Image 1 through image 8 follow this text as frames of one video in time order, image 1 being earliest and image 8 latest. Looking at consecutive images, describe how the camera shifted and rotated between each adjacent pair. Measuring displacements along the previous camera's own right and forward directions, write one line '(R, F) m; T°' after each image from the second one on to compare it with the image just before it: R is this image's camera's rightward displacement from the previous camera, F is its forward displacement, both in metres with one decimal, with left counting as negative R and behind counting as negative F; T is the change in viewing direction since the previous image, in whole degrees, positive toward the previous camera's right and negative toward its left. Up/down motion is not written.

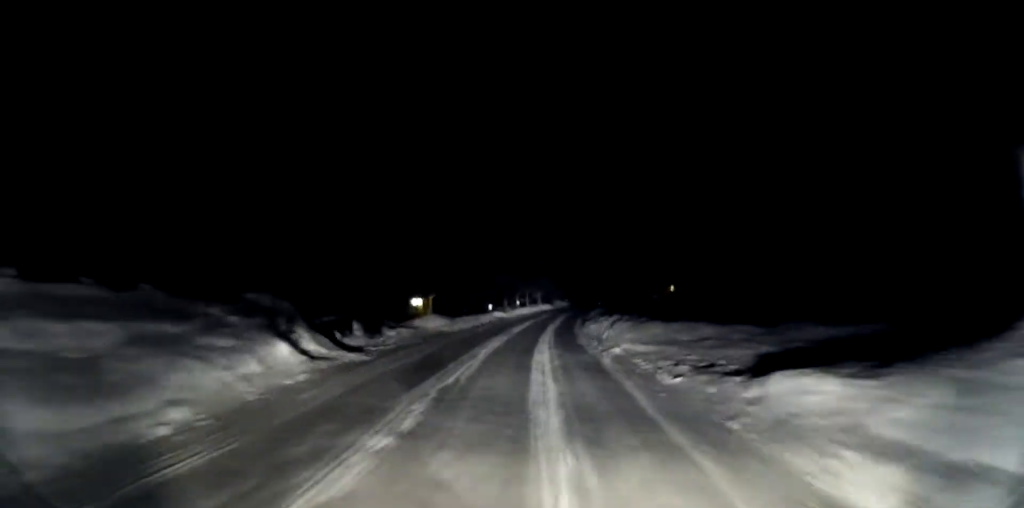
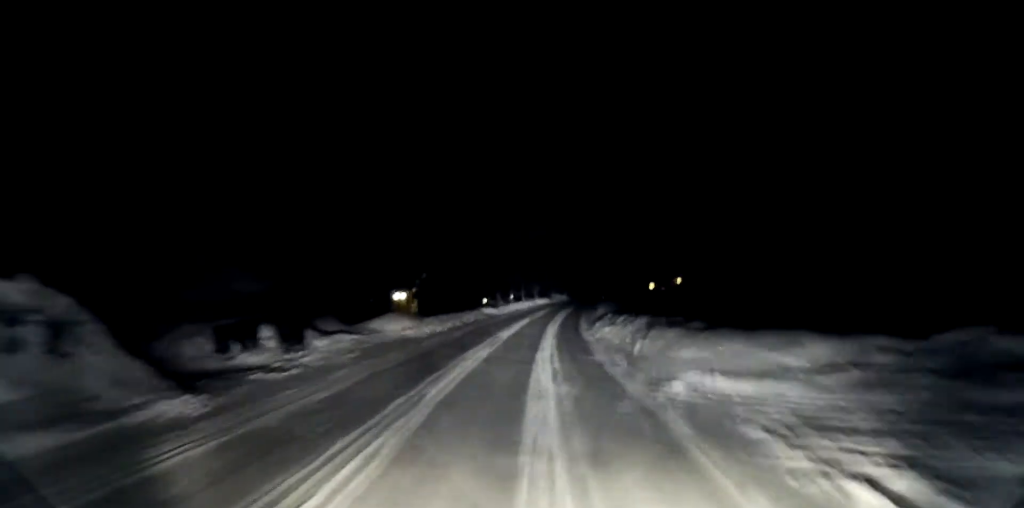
(0.0, +7.0) m; 0°
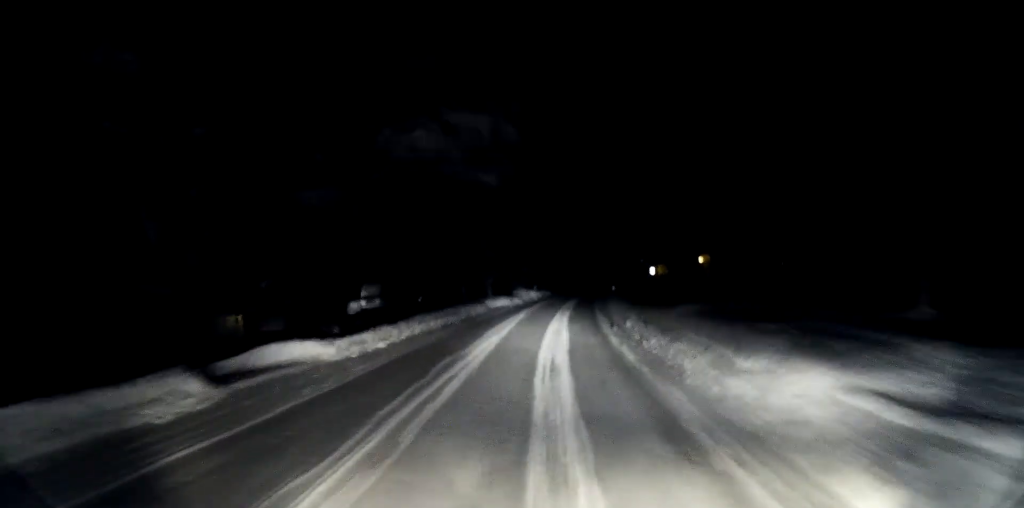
(+0.3, +28.7) m; +2°
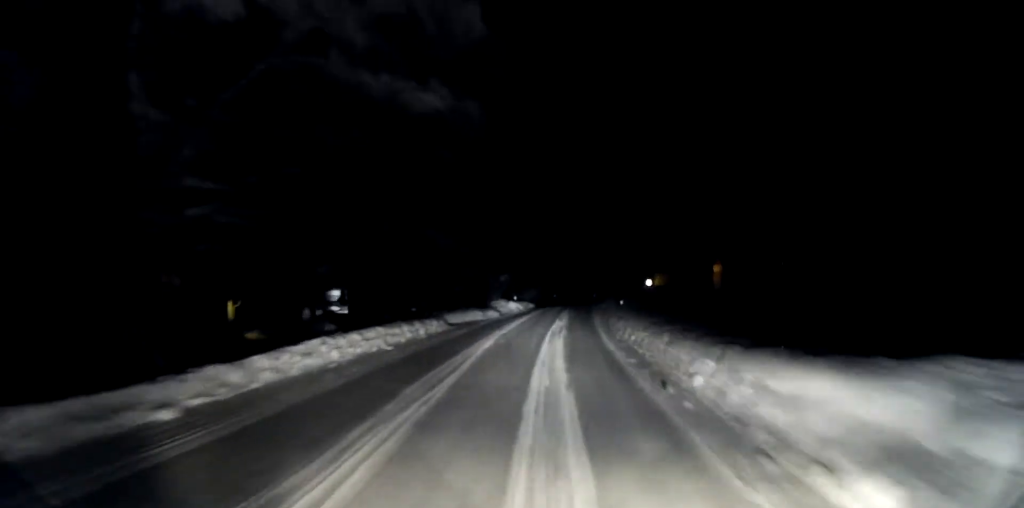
(+0.1, +8.9) m; +1°
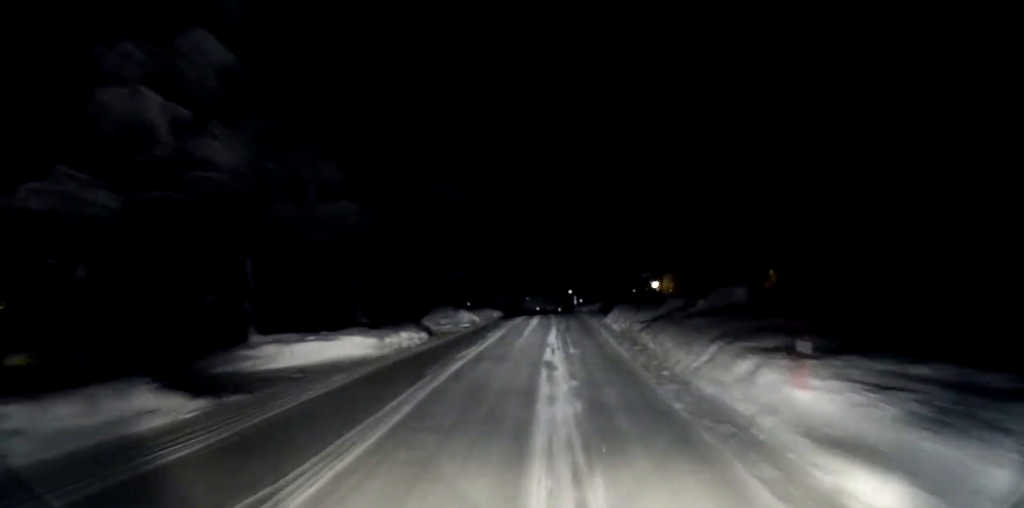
(+0.4, +17.8) m; +3°
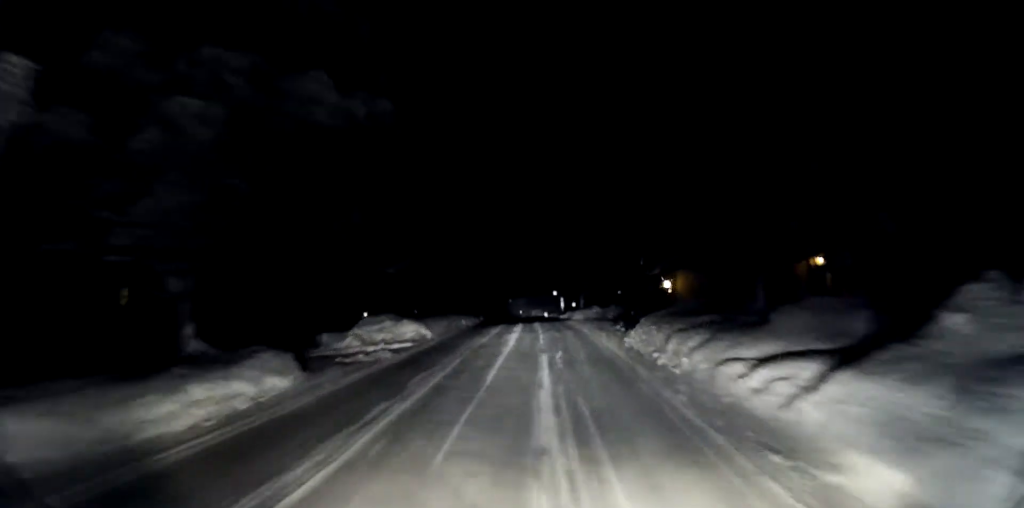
(+0.2, +10.7) m; +1°
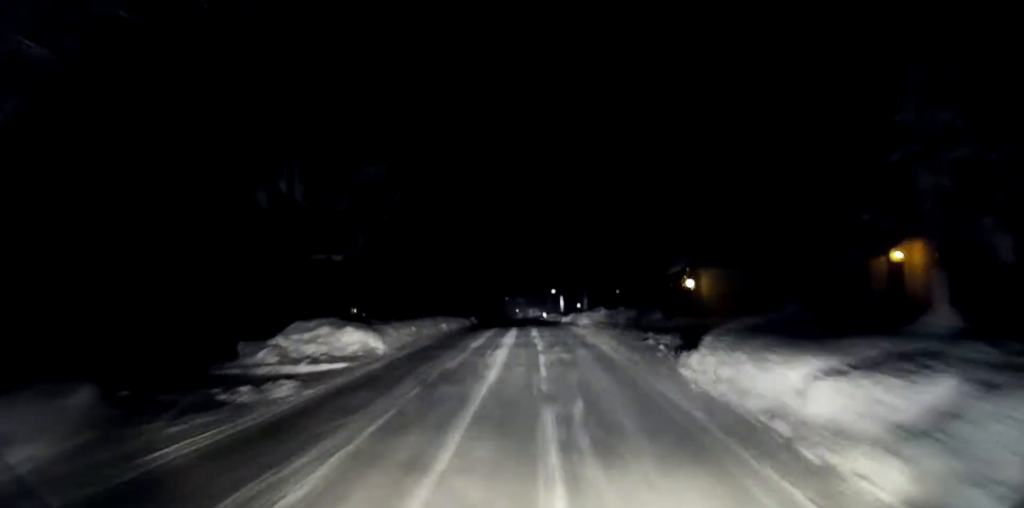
(0.0, +6.7) m; +1°
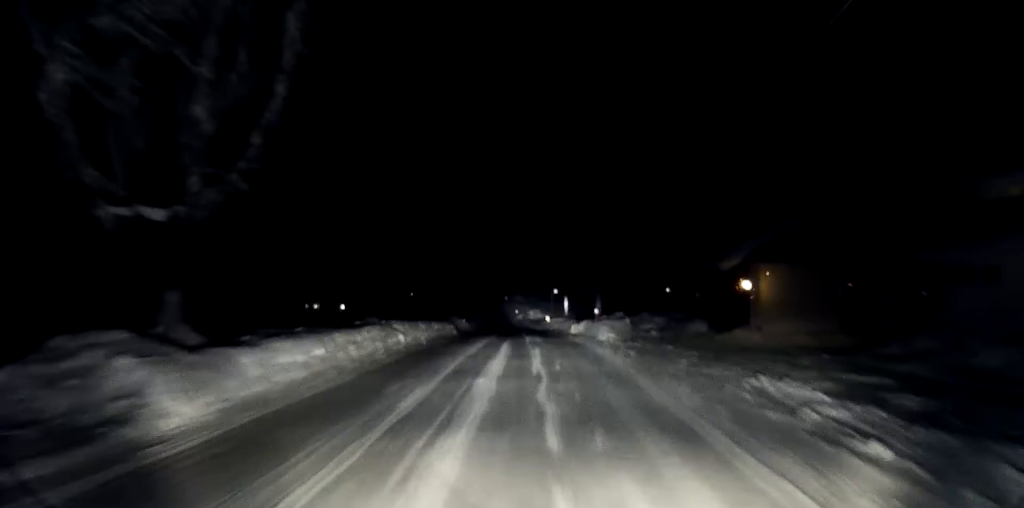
(+0.1, +9.4) m; +1°
